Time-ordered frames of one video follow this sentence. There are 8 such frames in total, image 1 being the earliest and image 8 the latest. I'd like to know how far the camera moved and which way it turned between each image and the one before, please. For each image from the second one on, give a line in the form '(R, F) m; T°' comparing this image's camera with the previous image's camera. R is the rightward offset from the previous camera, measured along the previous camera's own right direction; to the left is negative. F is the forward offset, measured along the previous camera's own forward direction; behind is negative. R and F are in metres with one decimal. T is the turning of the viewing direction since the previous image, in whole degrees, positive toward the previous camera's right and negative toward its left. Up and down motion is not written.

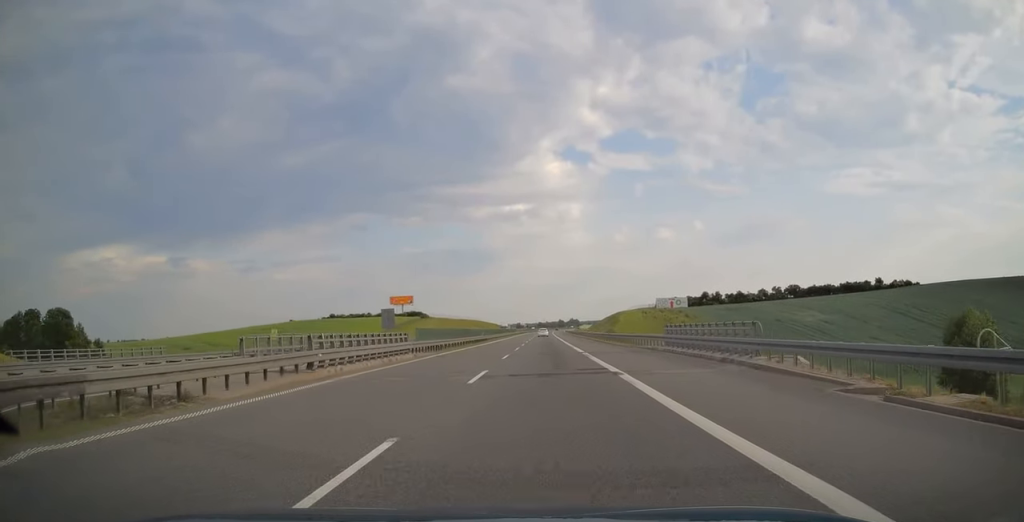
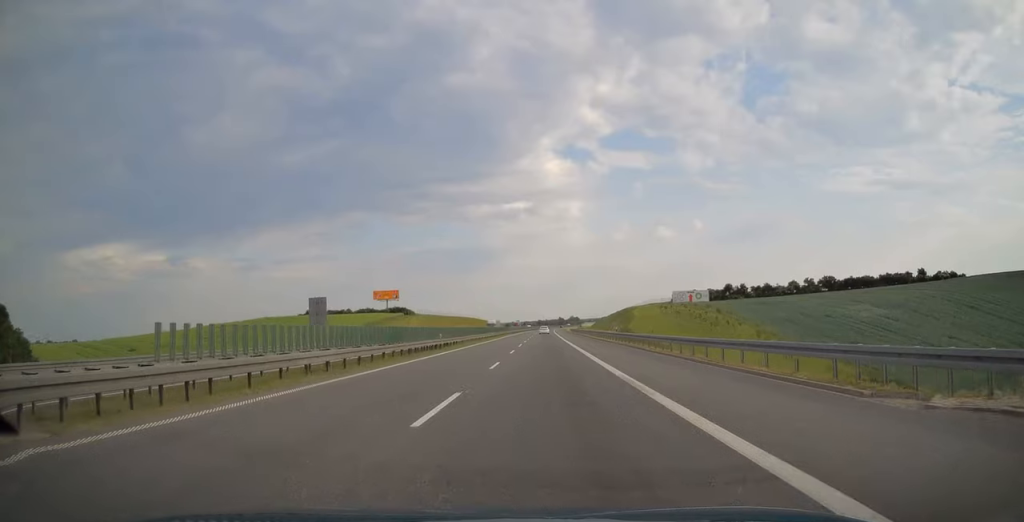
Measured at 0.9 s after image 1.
(0.0, +30.6) m; 0°
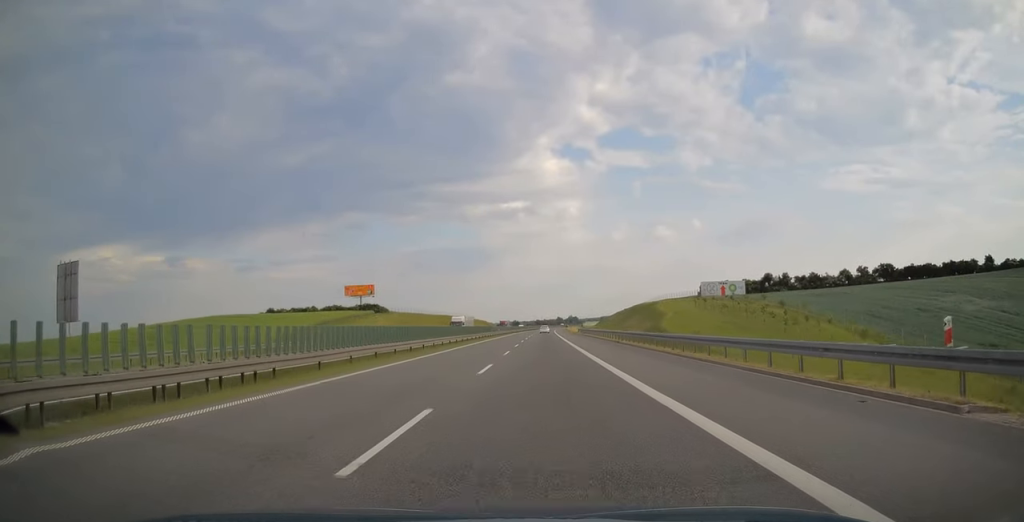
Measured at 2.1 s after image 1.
(0.0, +38.7) m; 0°
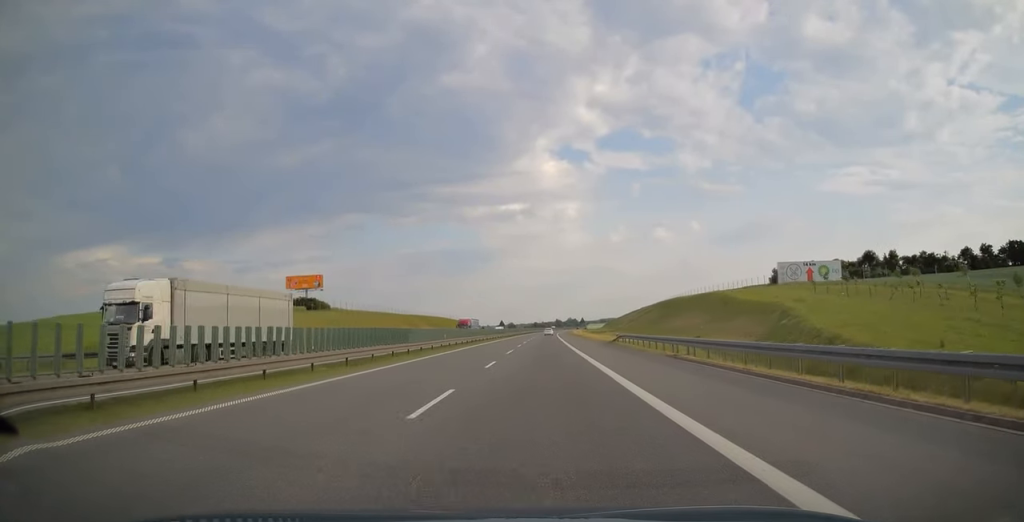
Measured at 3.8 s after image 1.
(+0.2, +56.2) m; 0°
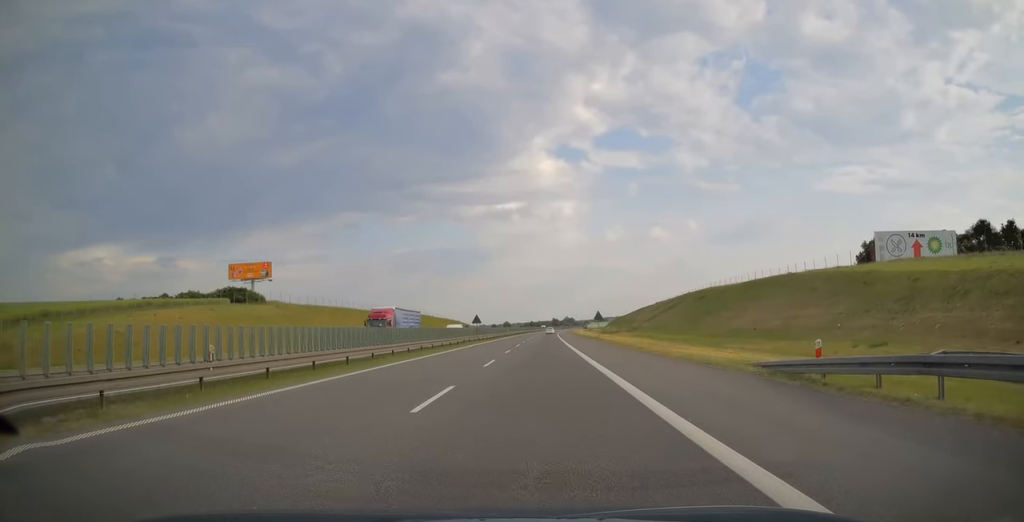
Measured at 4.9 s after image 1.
(+0.1, +35.5) m; 0°
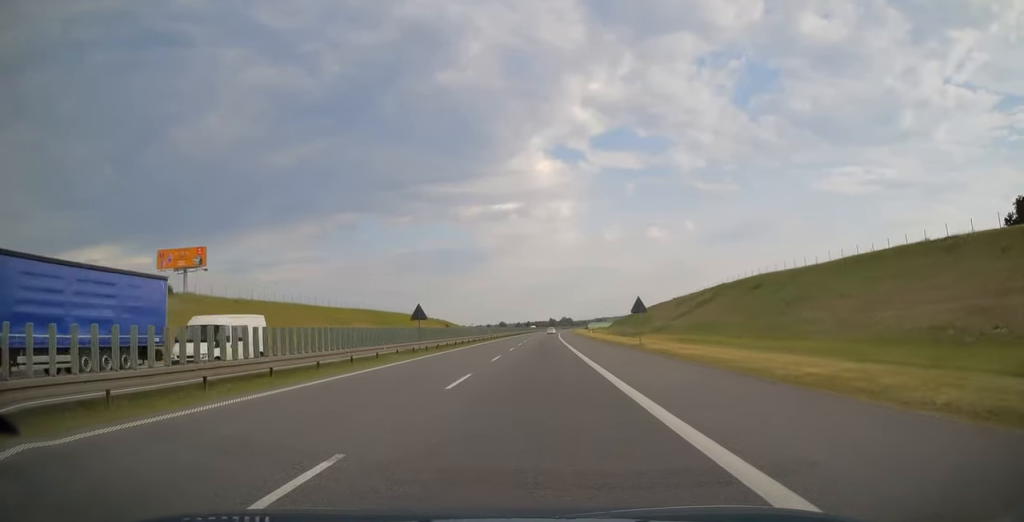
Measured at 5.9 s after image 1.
(0.0, +31.7) m; 0°
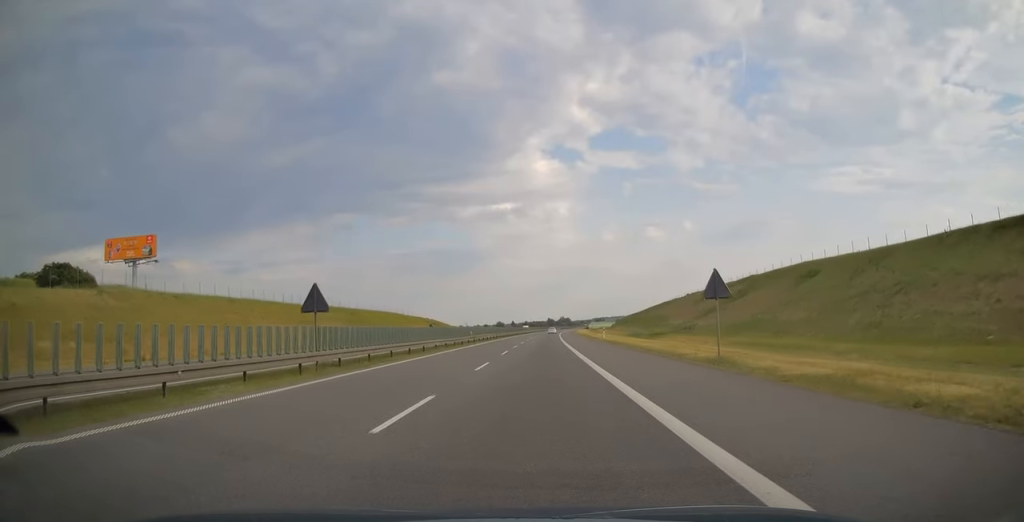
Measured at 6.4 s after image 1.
(+0.1, +18.0) m; 0°
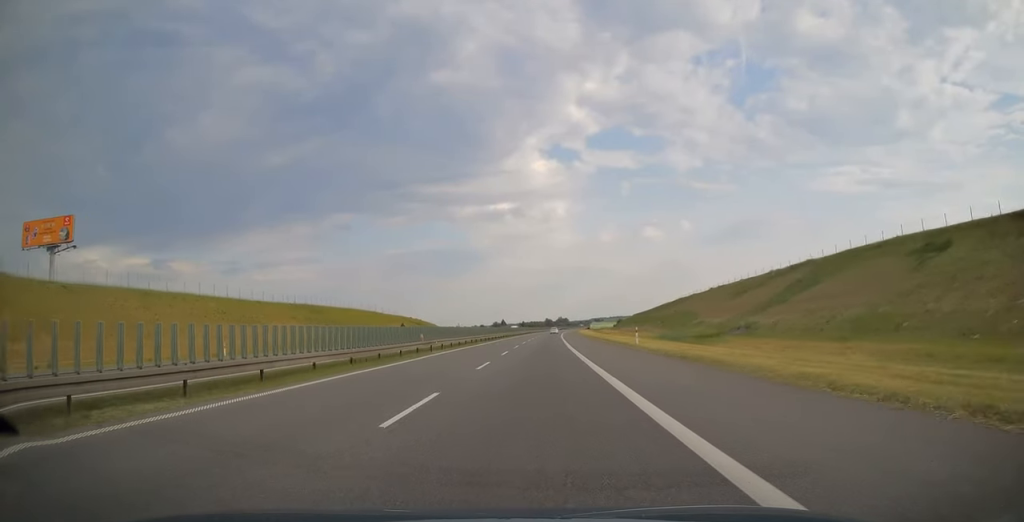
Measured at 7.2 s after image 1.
(0.0, +23.4) m; 0°
